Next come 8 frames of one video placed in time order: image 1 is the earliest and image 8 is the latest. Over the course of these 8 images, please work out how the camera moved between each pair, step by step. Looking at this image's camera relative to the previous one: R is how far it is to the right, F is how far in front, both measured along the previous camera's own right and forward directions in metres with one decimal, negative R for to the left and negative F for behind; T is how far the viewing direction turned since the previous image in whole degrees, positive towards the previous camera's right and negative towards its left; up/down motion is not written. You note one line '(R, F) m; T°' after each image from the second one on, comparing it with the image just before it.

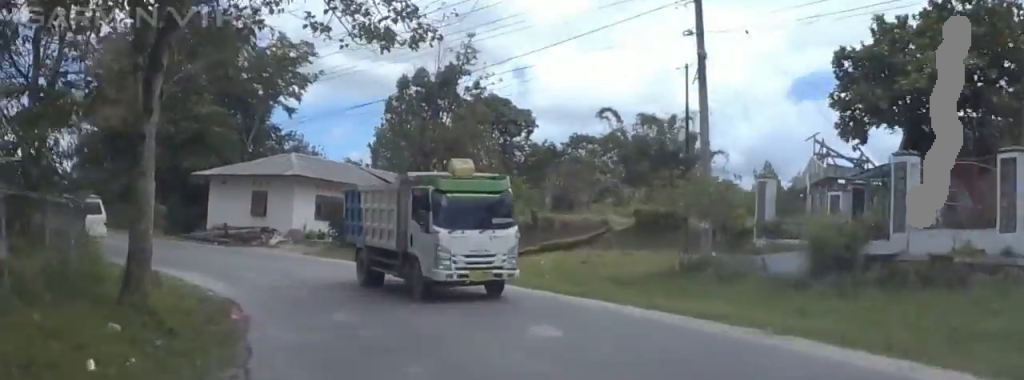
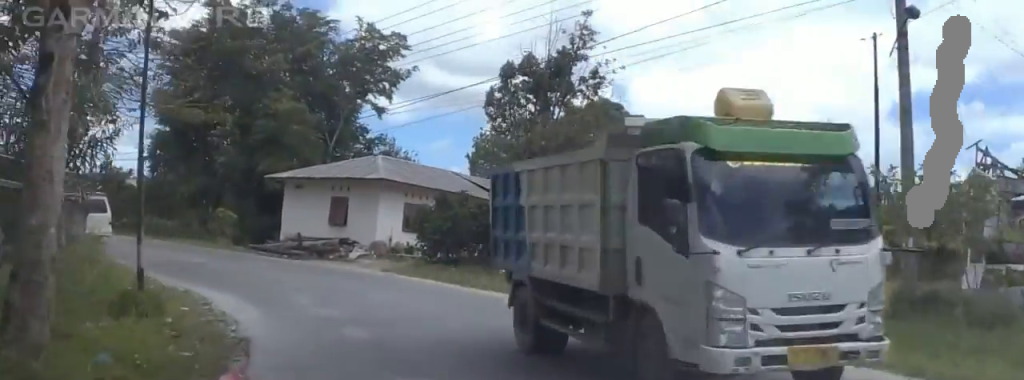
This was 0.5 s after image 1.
(0.0, +6.7) m; 0°
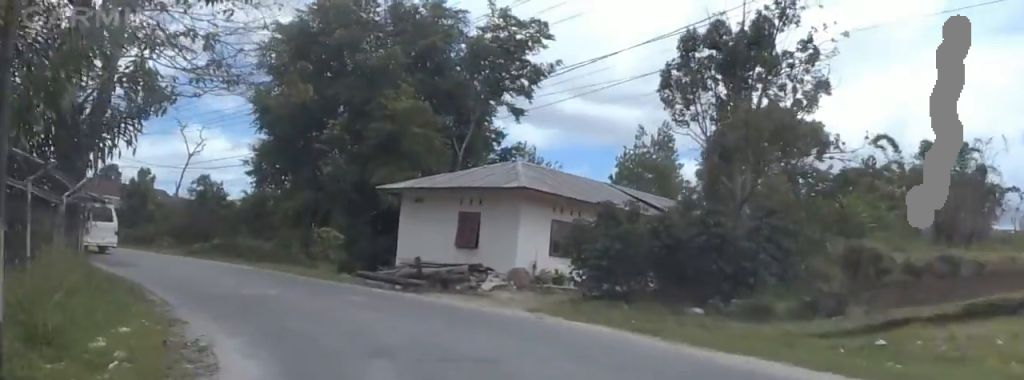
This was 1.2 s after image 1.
(0.0, +9.2) m; 0°
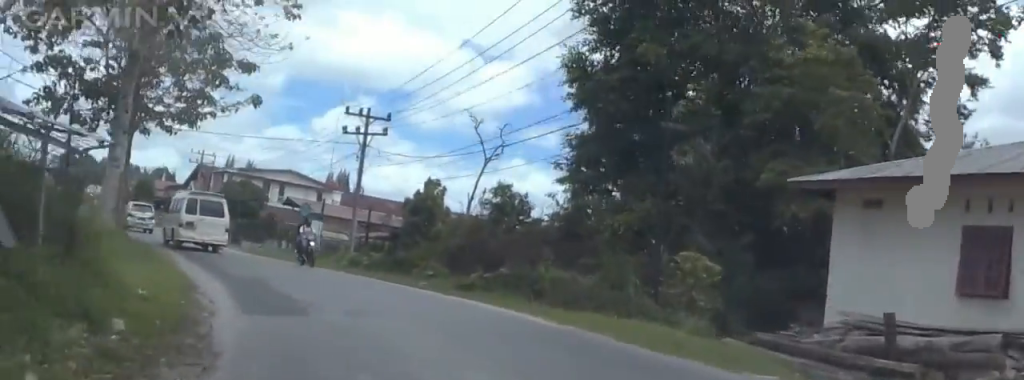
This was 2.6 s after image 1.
(0.0, +16.6) m; -3°
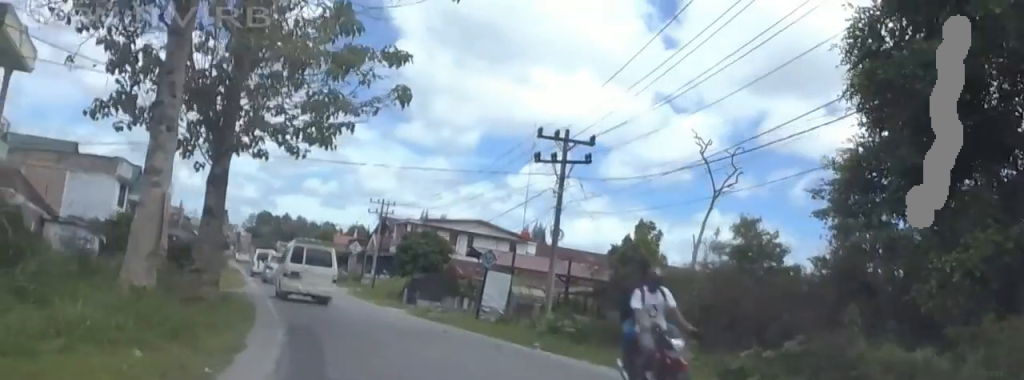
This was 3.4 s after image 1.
(-0.2, +9.2) m; -9°
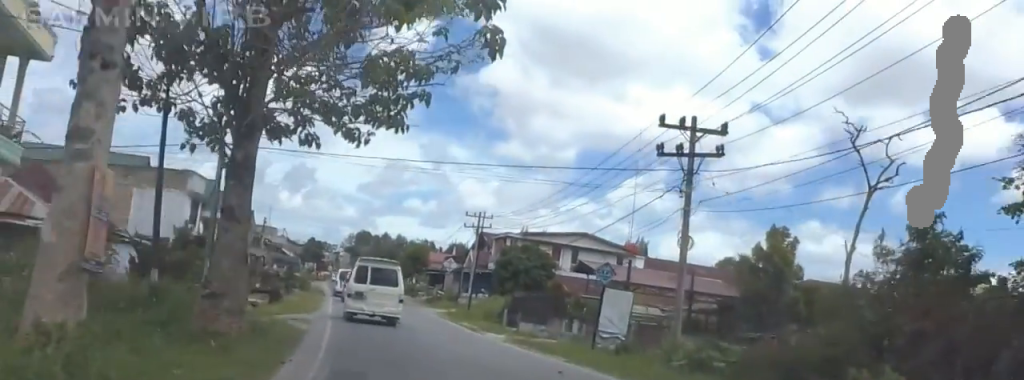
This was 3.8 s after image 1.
(+0.1, +5.0) m; -10°
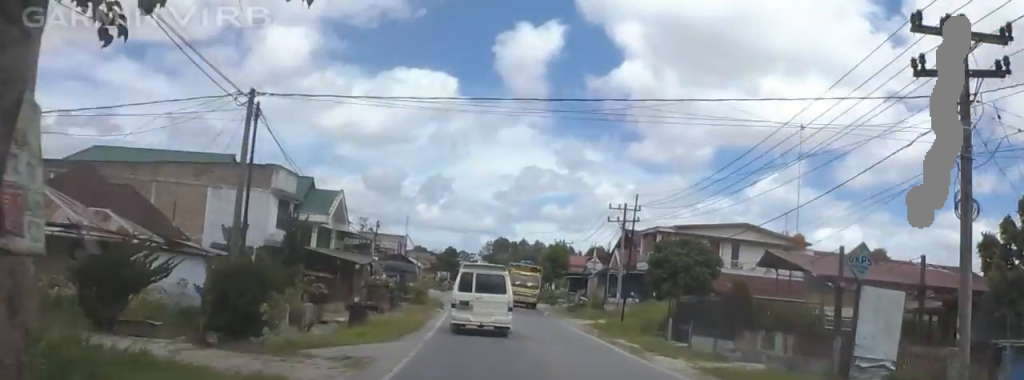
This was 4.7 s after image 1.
(-1.9, +8.5) m; -14°
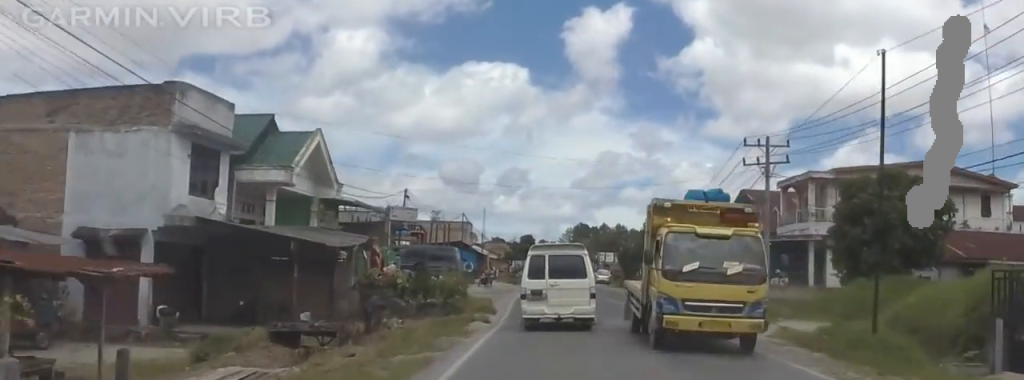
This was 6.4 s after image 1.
(-2.8, +19.0) m; -12°
